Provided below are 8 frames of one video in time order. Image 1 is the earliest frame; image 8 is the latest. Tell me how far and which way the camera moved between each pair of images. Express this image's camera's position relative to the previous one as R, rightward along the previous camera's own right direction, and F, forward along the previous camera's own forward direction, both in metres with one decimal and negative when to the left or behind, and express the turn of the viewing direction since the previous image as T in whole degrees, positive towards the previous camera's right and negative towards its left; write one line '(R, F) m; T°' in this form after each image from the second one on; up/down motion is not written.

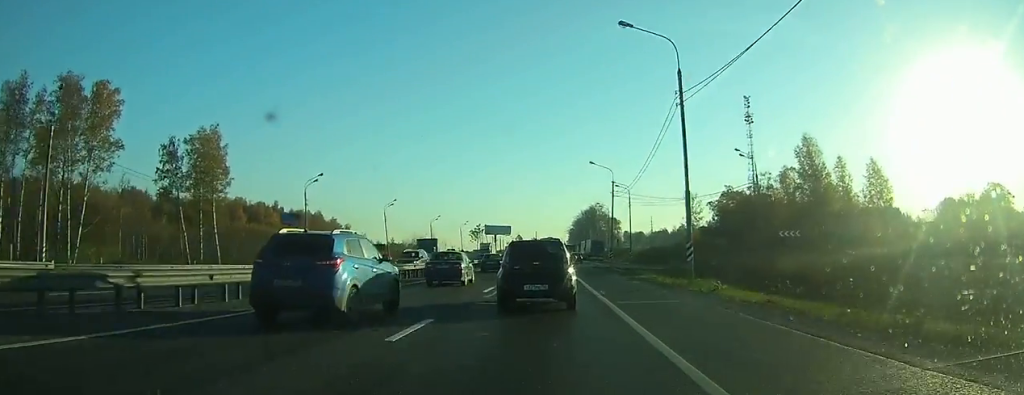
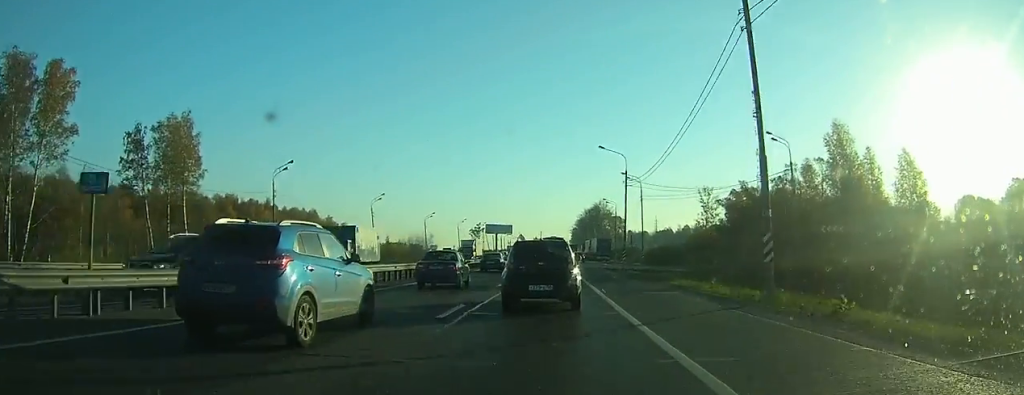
(0.0, +8.9) m; 0°
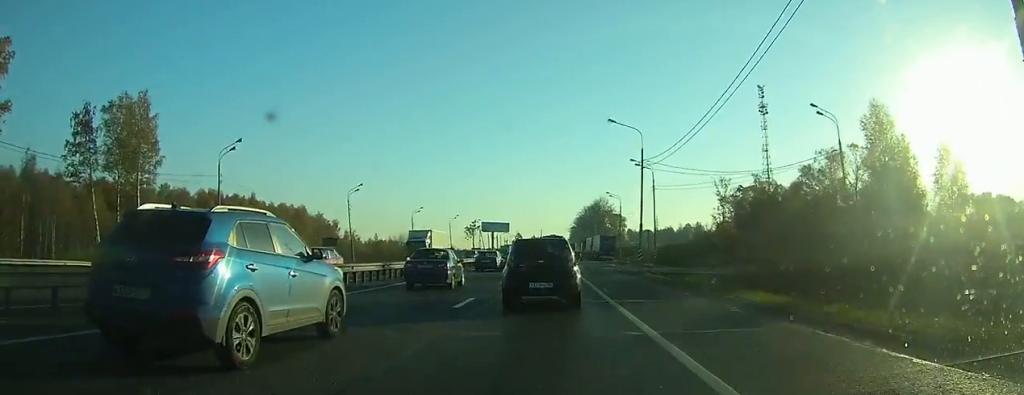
(+0.2, +10.2) m; +1°
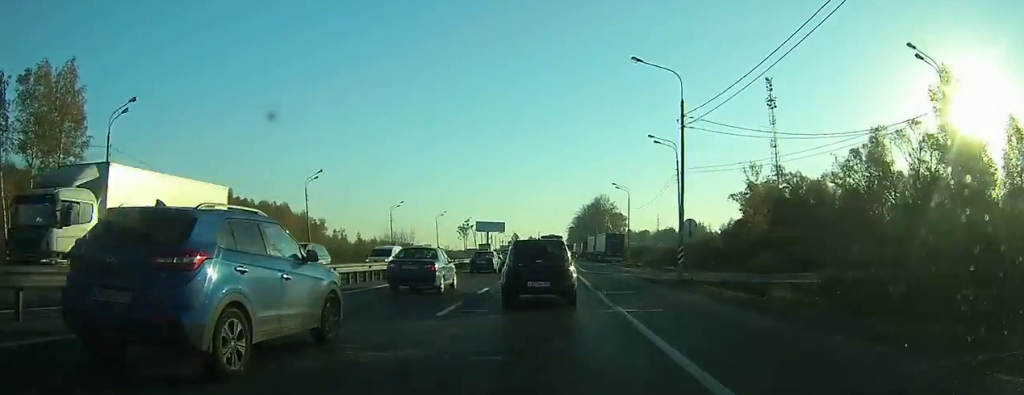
(+0.1, +13.8) m; 0°
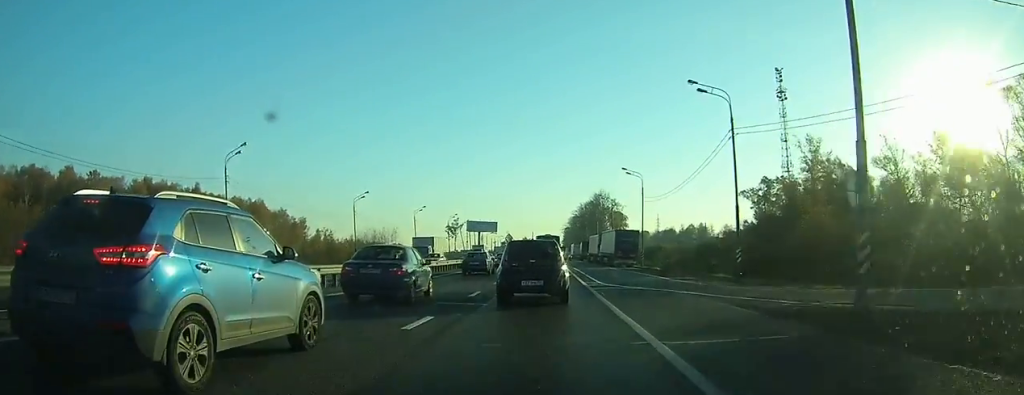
(-0.1, +16.8) m; -1°
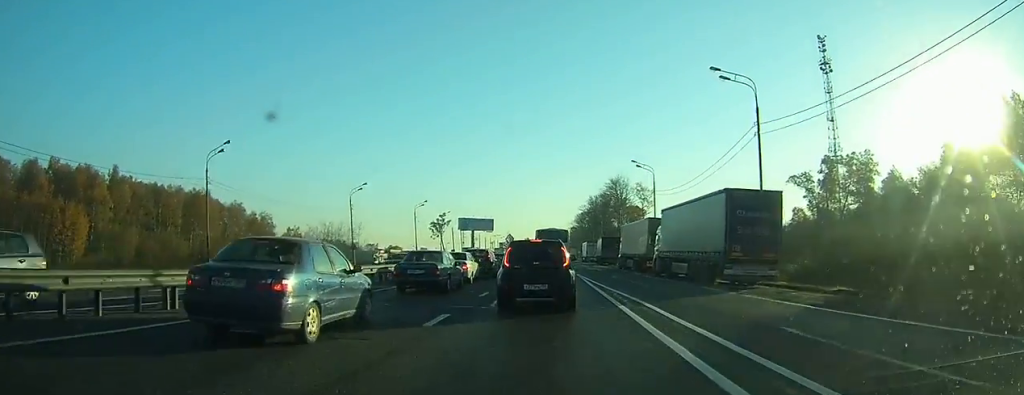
(-0.4, +40.2) m; 0°
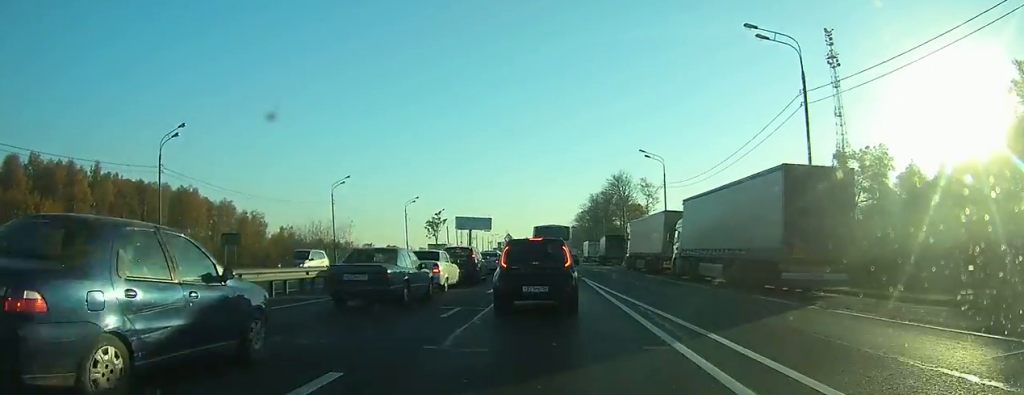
(0.0, +6.1) m; 0°
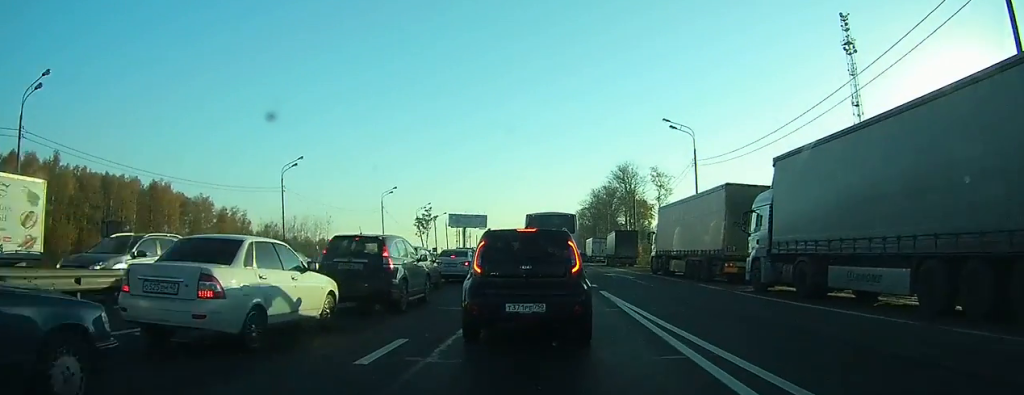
(0.0, +11.4) m; 0°
